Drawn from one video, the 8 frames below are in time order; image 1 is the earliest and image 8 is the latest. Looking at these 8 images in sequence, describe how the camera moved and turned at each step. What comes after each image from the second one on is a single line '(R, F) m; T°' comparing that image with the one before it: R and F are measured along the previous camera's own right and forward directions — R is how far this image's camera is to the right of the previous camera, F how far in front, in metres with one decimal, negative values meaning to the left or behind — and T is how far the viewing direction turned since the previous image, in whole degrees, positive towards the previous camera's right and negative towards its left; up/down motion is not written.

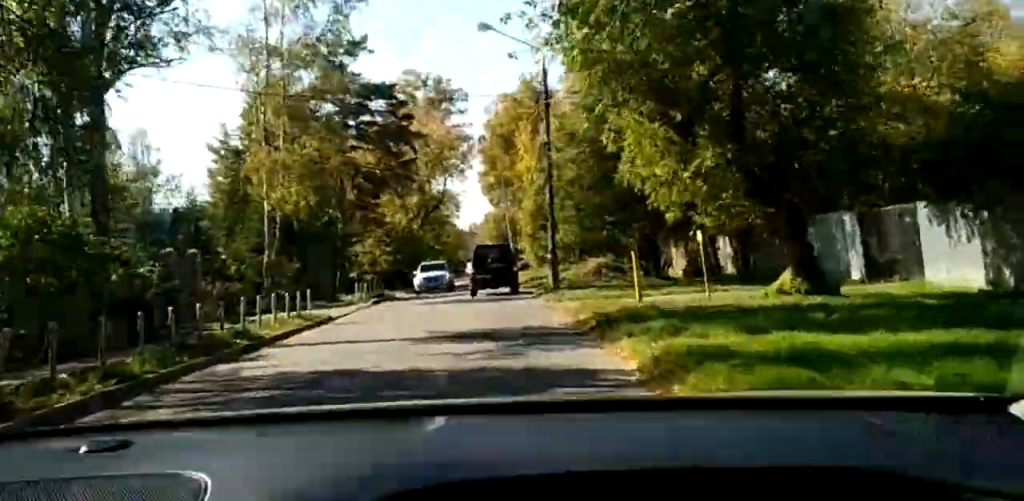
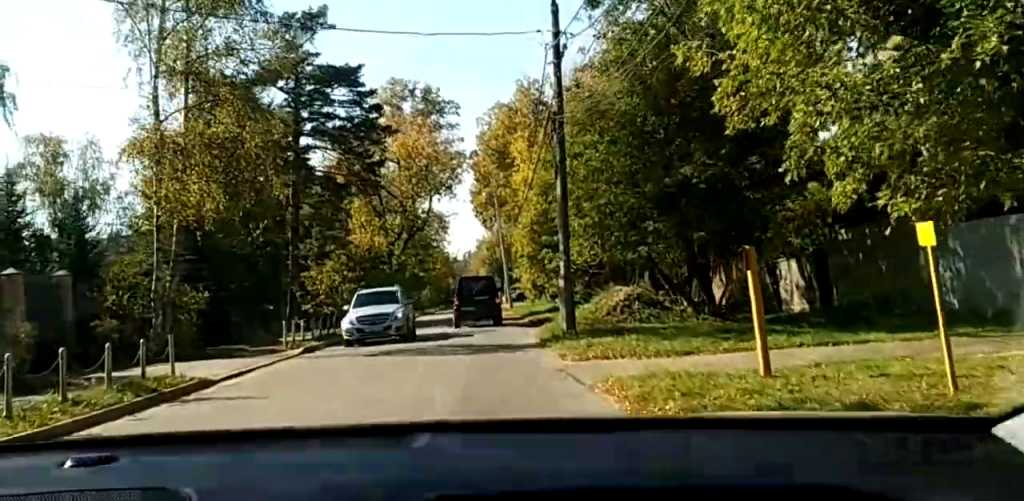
(0.0, +11.8) m; 0°
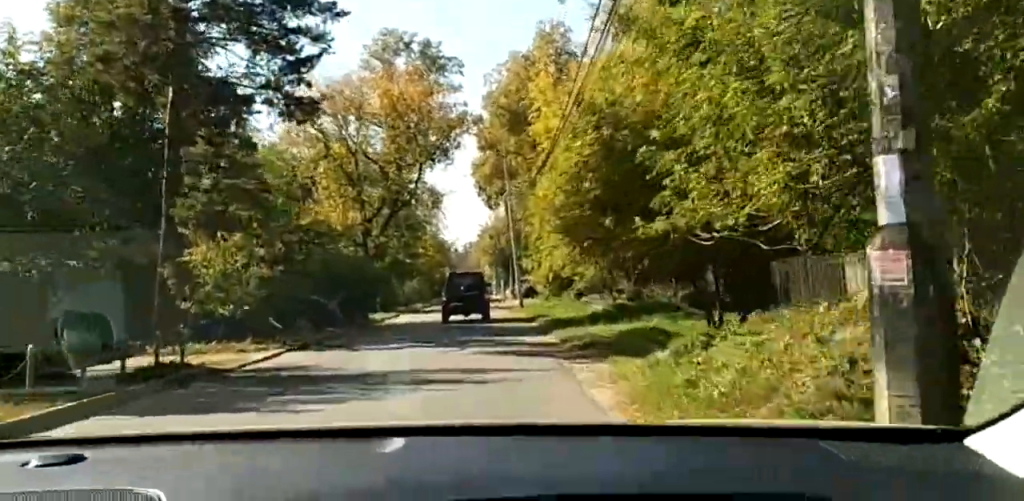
(-0.3, +18.9) m; -2°
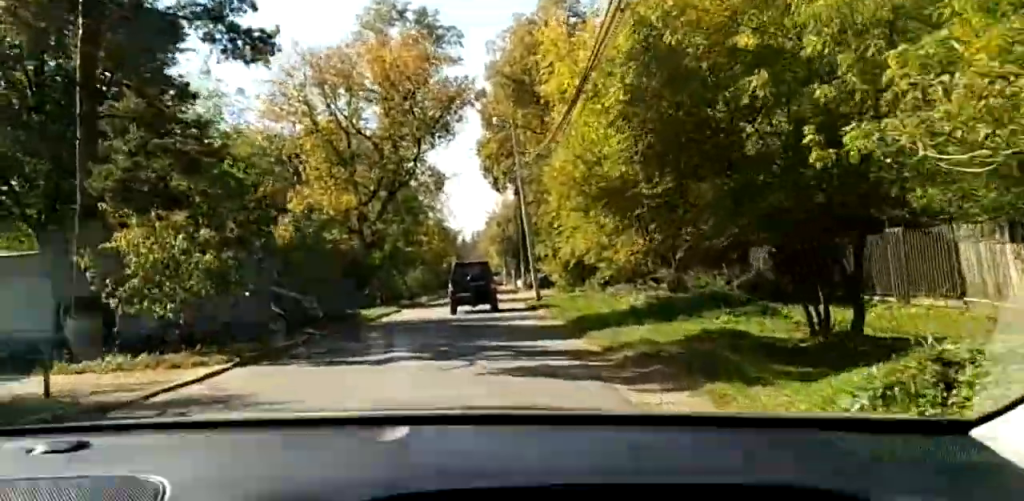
(-0.1, +6.1) m; -1°
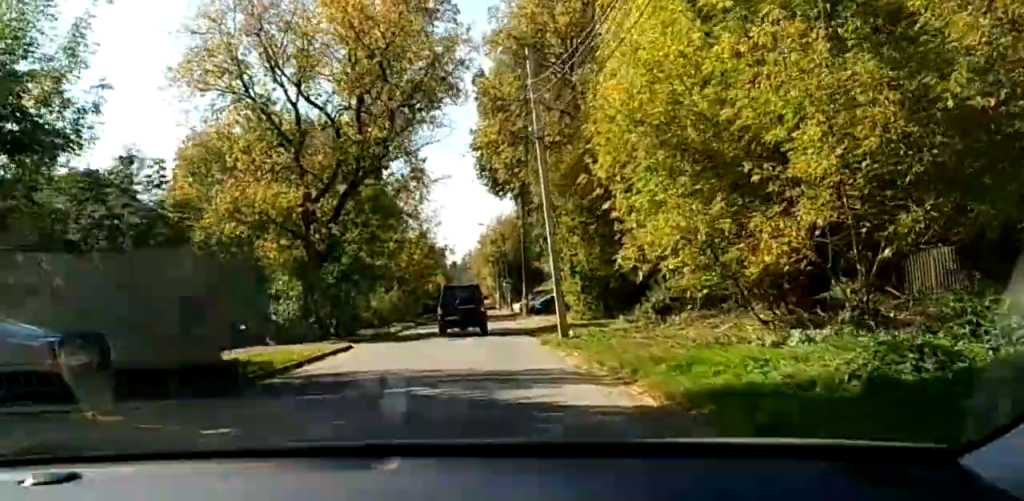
(0.0, +16.3) m; +1°
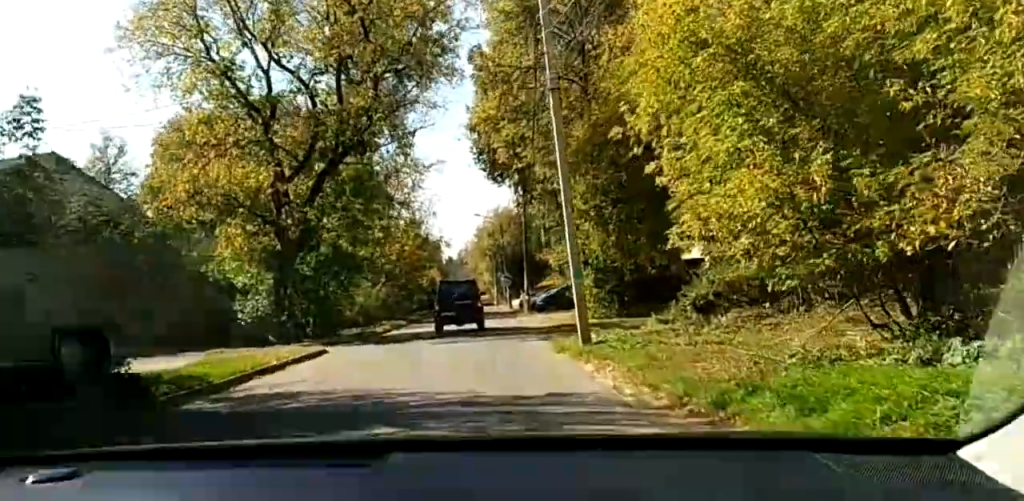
(0.0, +5.6) m; +1°
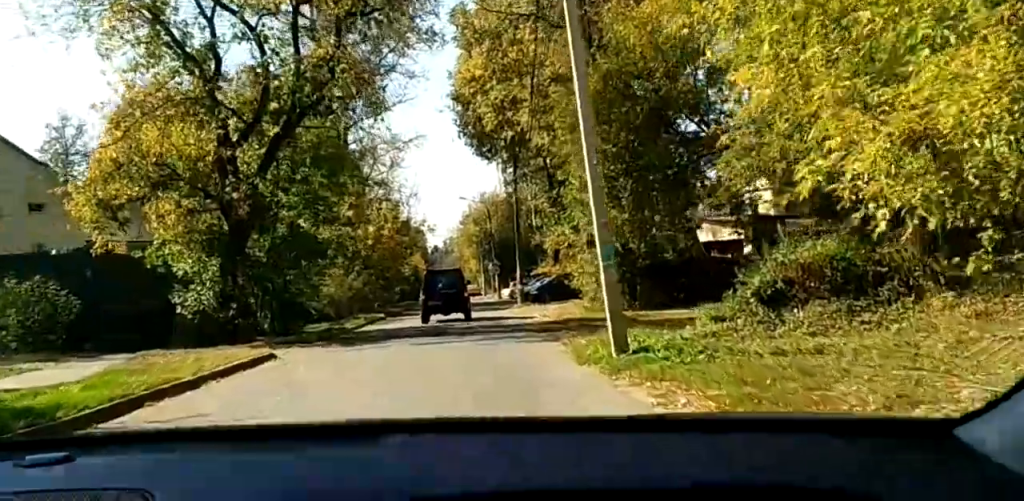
(+0.1, +6.1) m; +1°
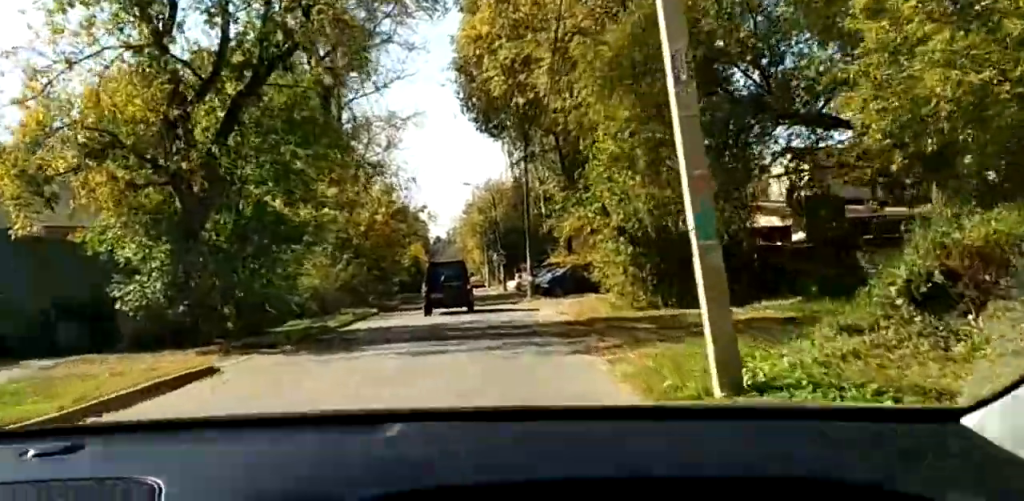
(0.0, +5.7) m; +1°
